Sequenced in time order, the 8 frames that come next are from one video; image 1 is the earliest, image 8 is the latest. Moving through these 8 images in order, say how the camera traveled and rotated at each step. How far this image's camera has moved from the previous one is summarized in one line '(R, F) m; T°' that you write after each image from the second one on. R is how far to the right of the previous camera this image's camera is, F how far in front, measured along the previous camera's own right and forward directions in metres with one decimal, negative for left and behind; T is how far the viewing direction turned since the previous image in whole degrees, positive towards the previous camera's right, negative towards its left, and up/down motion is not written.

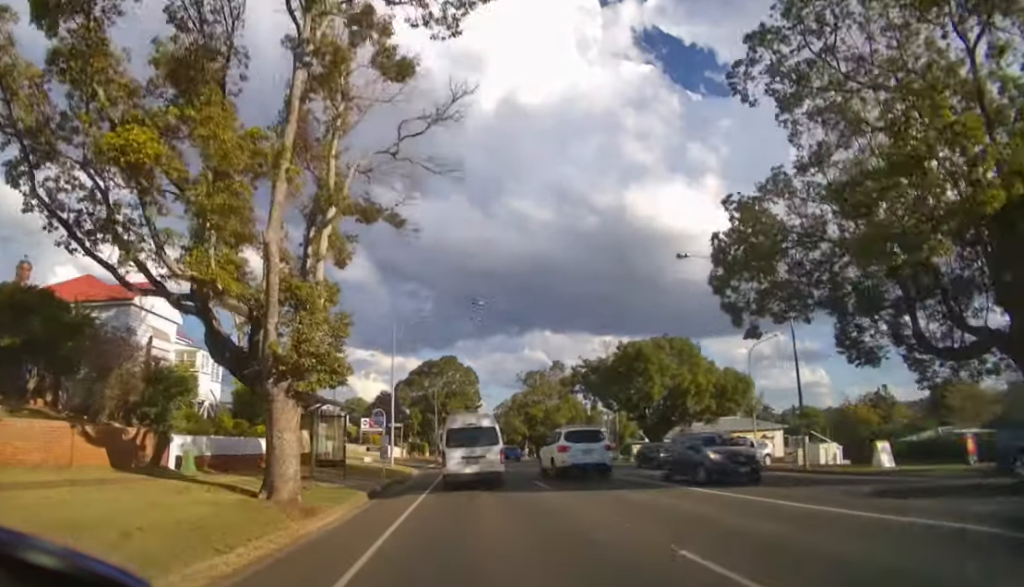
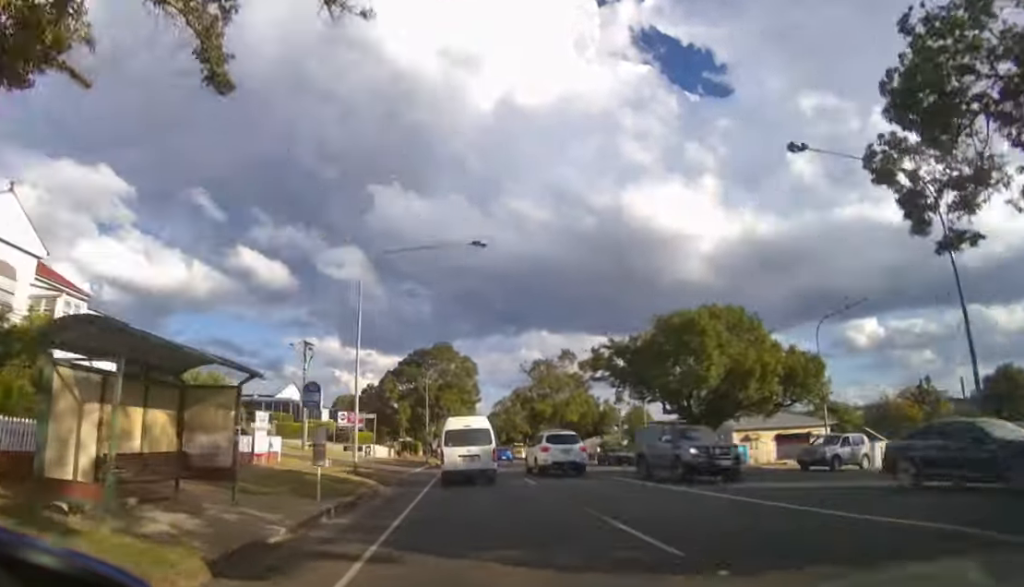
(0.0, +8.1) m; +1°
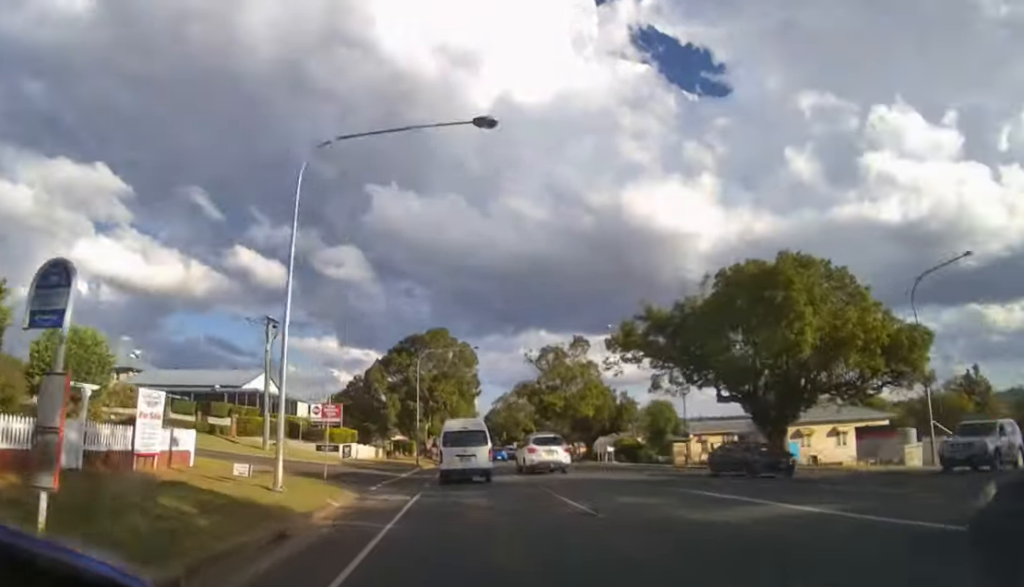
(0.0, +7.8) m; 0°
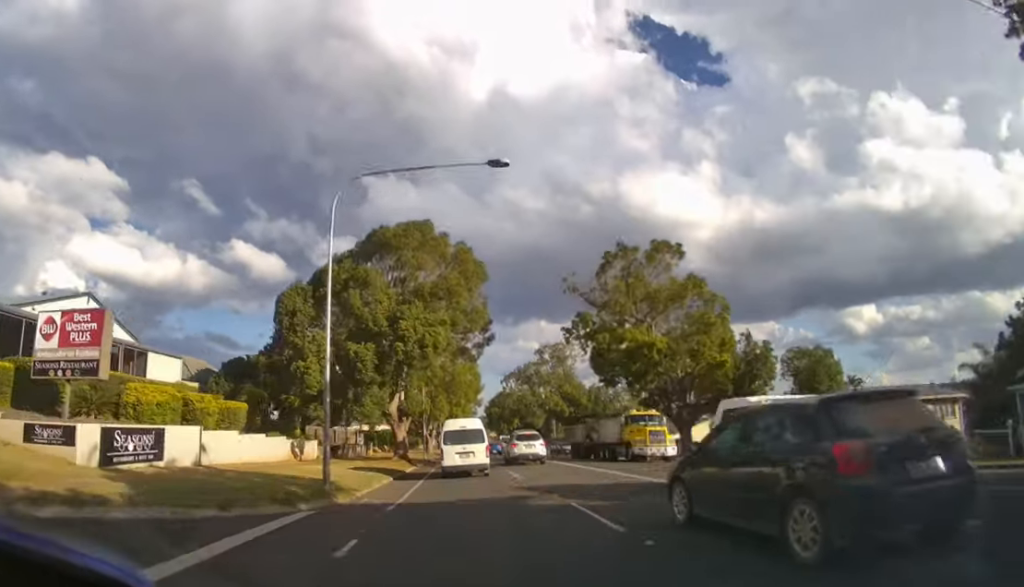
(+0.1, +27.0) m; 0°
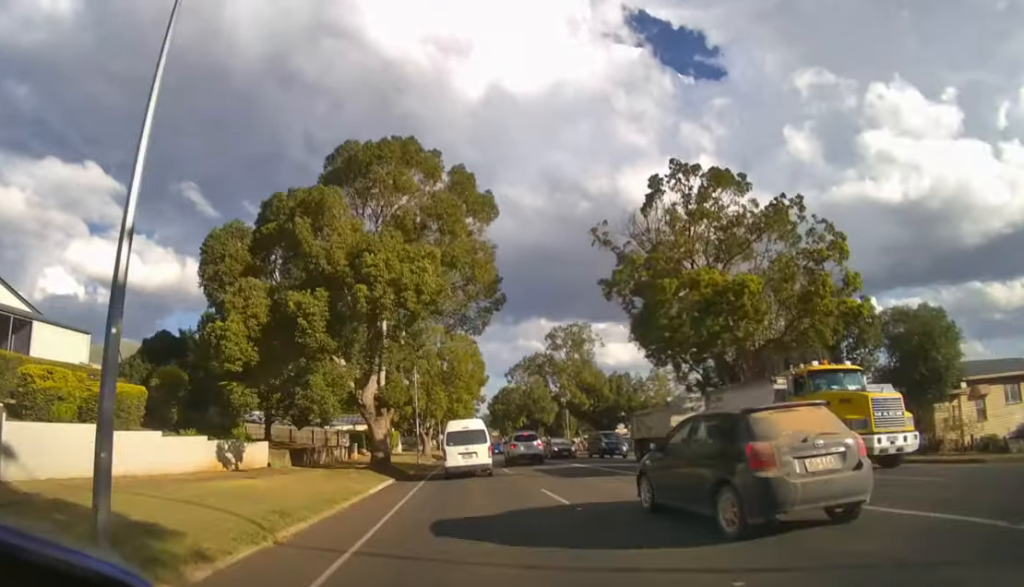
(0.0, +9.5) m; 0°
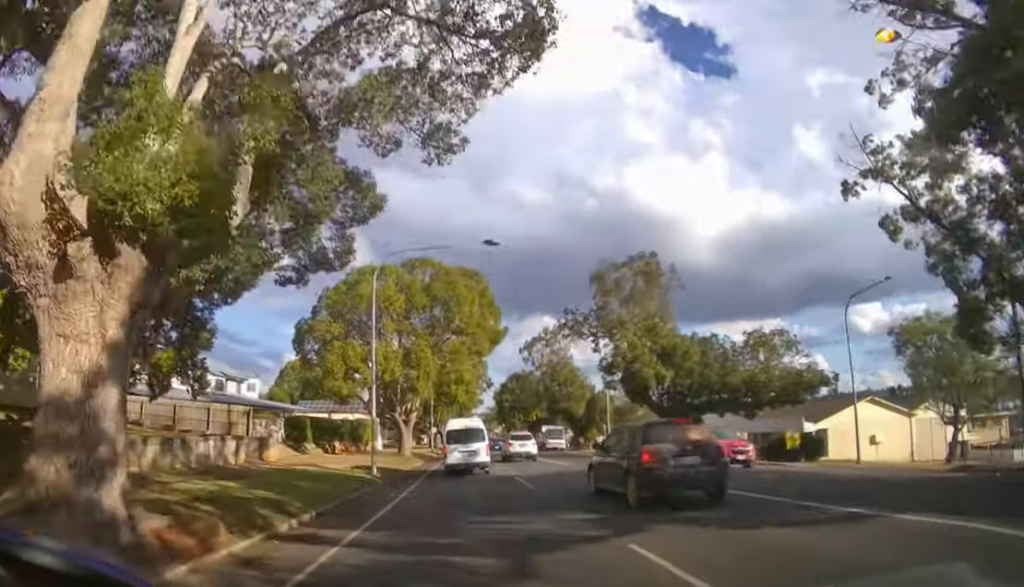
(0.0, +23.1) m; 0°
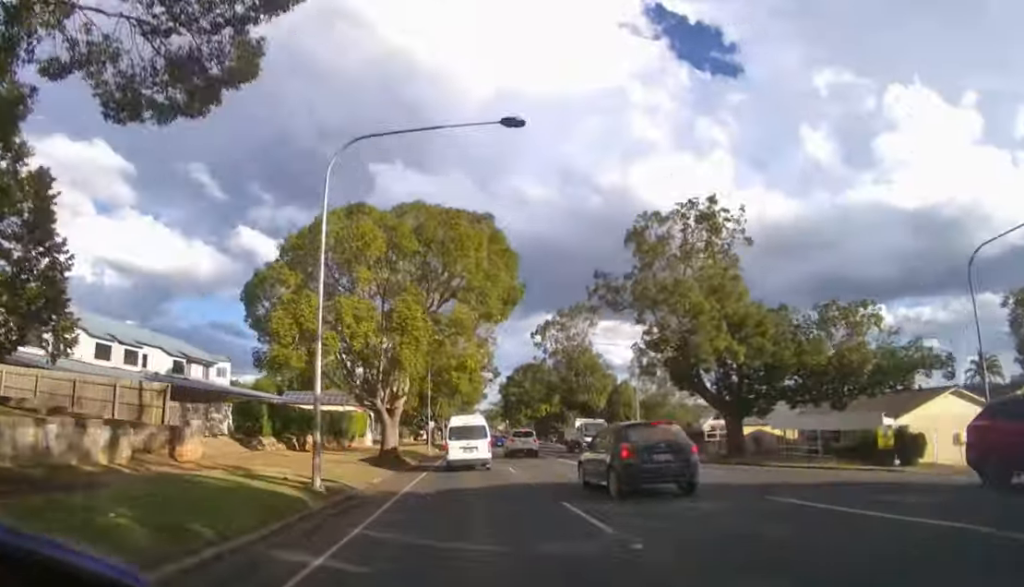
(0.0, +8.7) m; 0°
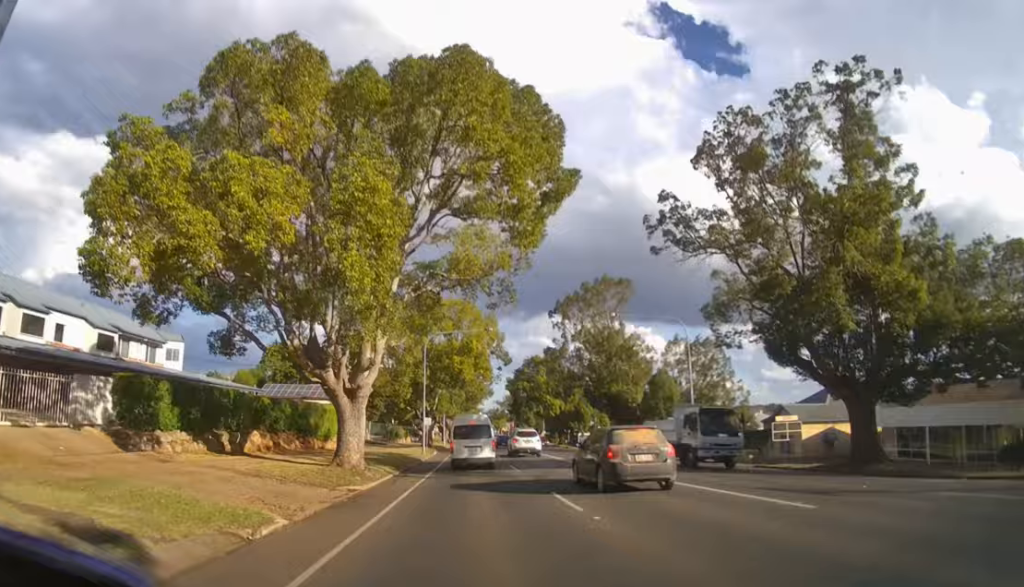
(0.0, +9.3) m; 0°
